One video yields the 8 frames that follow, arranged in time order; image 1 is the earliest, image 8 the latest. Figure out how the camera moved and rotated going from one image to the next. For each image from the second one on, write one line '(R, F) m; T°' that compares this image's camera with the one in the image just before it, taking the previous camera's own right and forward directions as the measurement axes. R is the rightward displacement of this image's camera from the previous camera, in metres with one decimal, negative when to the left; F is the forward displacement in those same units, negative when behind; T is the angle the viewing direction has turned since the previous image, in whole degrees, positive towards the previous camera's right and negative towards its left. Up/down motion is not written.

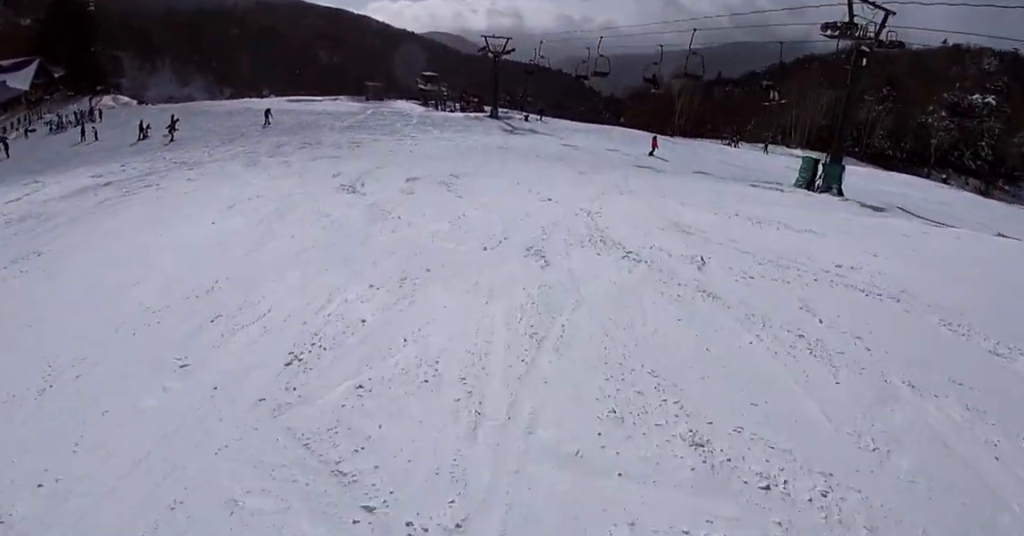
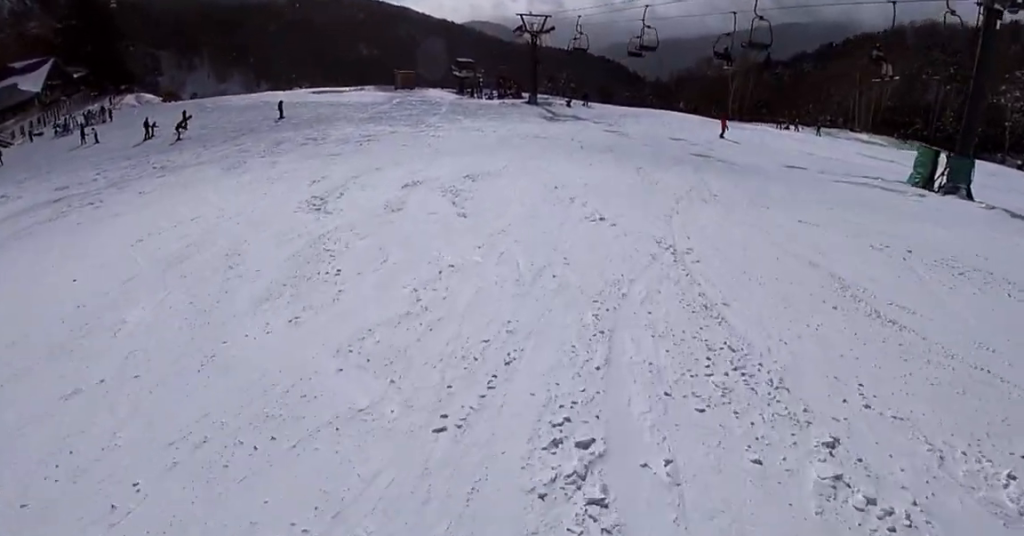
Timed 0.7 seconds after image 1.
(0.0, +5.9) m; +1°
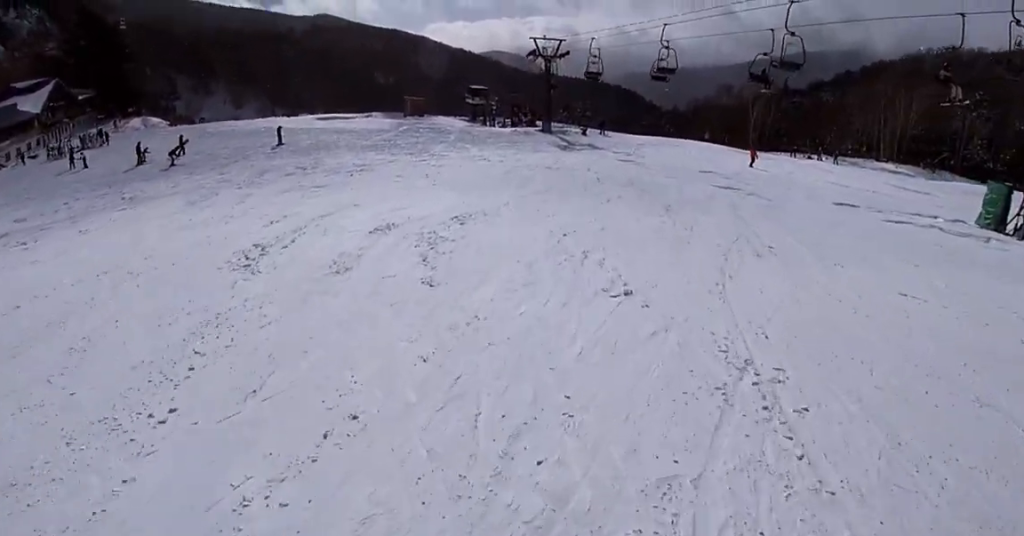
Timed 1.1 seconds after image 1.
(0.0, +3.5) m; +2°
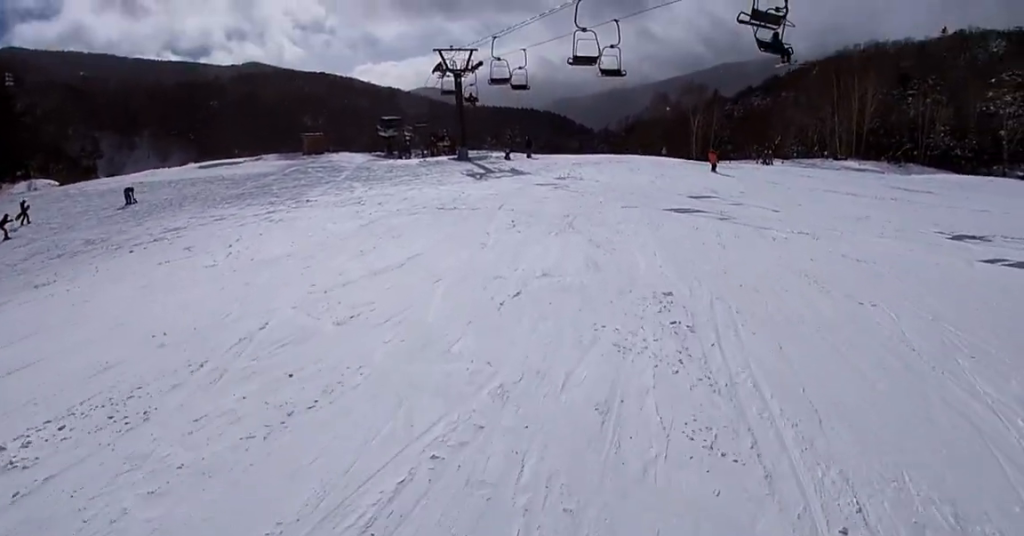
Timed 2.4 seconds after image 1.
(+0.7, +10.3) m; +10°
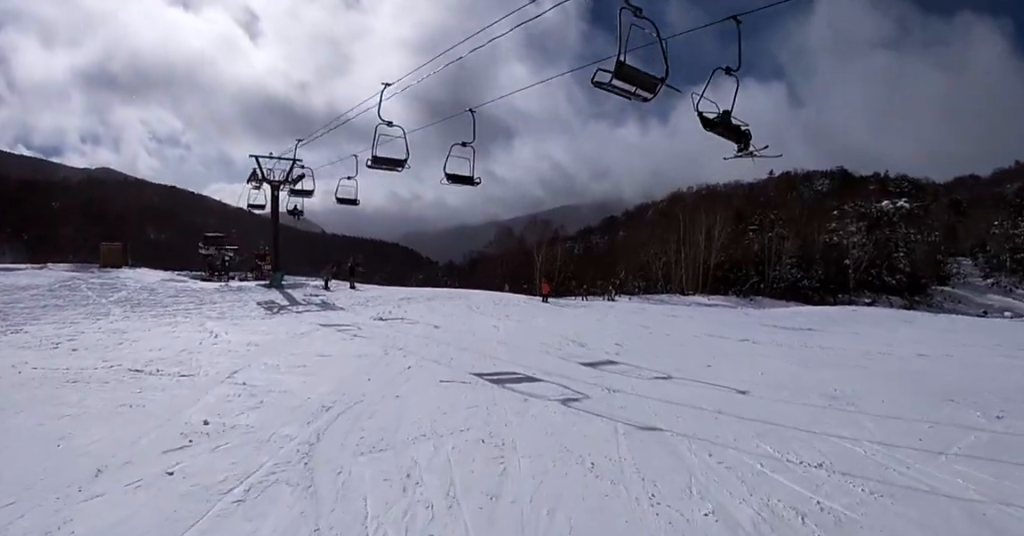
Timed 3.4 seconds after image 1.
(+0.6, +7.8) m; +8°
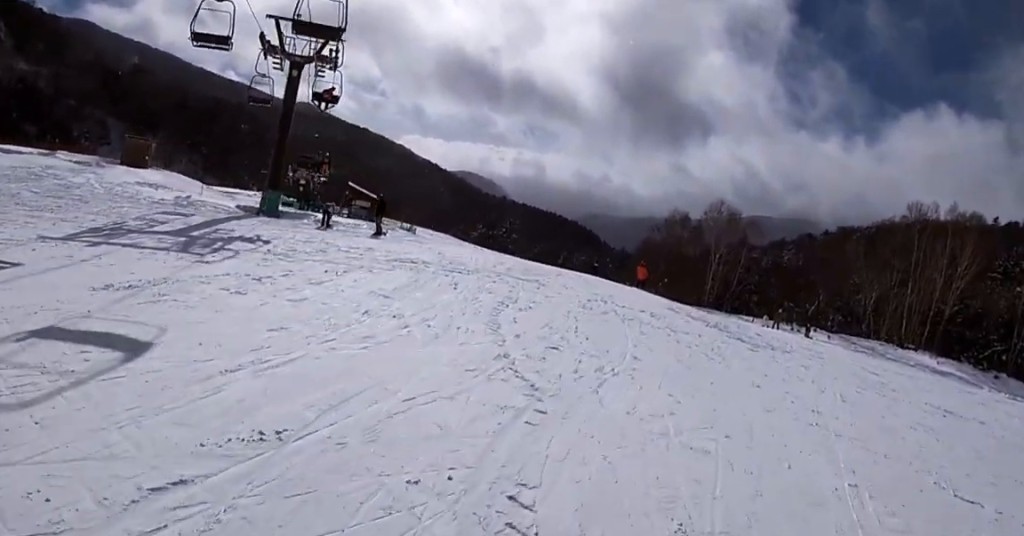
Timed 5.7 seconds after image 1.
(-1.8, +16.3) m; -13°
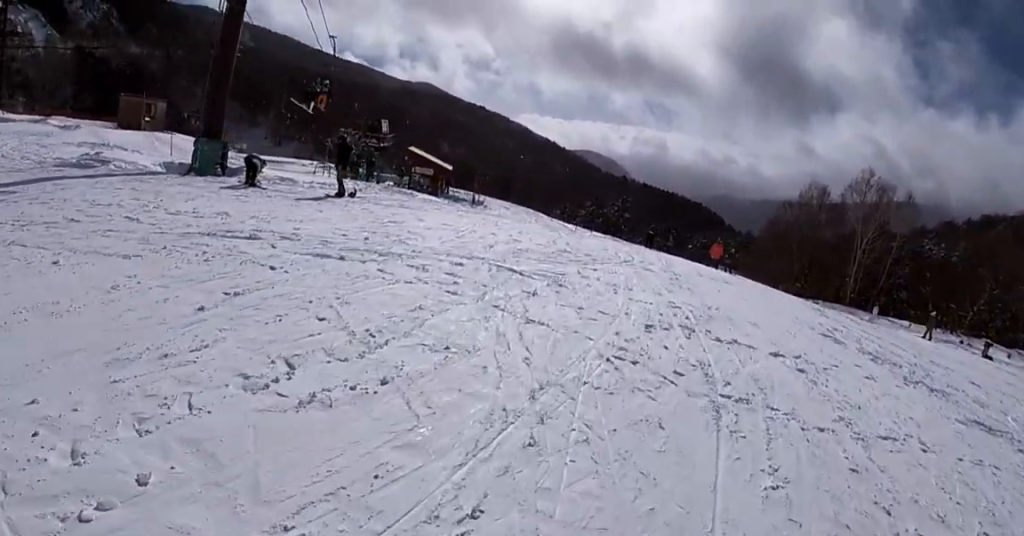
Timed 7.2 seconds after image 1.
(-0.6, +9.6) m; -8°
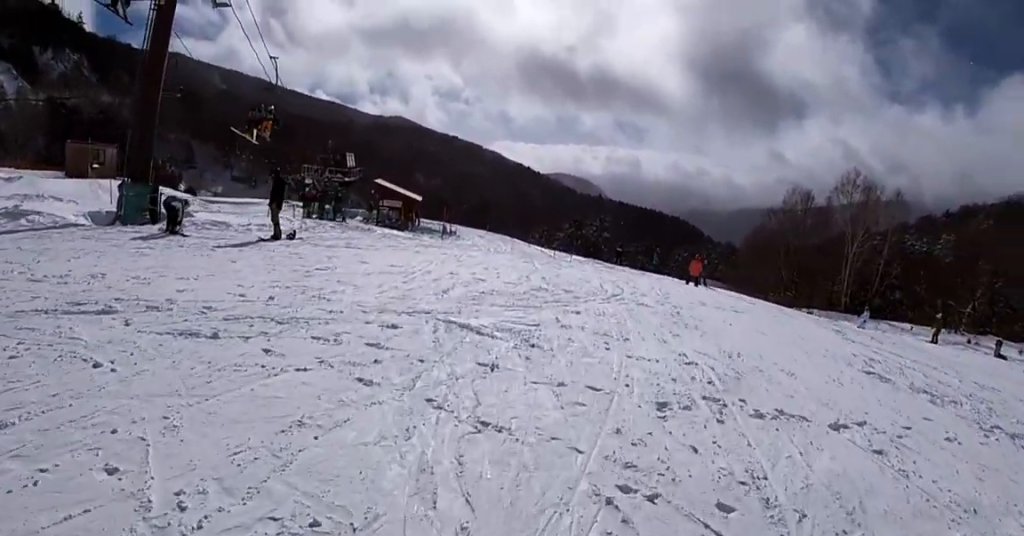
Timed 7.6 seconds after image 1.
(-0.7, +2.4) m; 0°
